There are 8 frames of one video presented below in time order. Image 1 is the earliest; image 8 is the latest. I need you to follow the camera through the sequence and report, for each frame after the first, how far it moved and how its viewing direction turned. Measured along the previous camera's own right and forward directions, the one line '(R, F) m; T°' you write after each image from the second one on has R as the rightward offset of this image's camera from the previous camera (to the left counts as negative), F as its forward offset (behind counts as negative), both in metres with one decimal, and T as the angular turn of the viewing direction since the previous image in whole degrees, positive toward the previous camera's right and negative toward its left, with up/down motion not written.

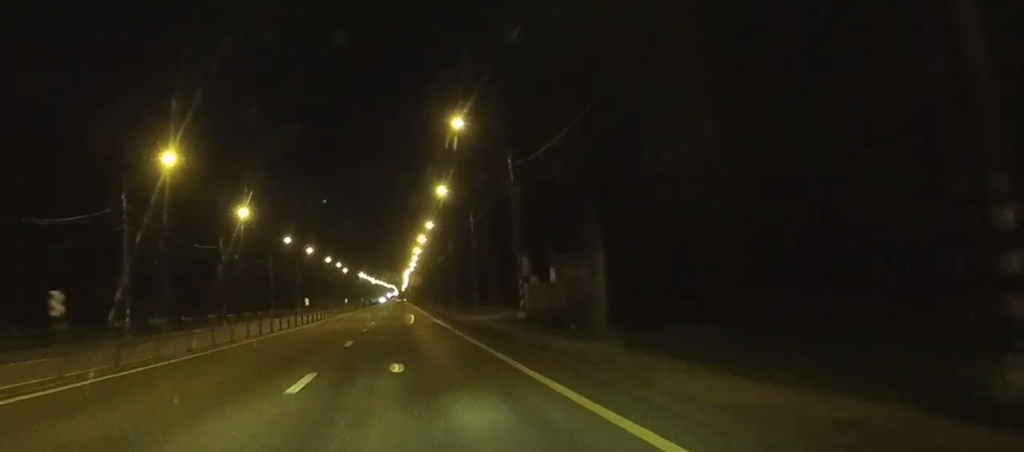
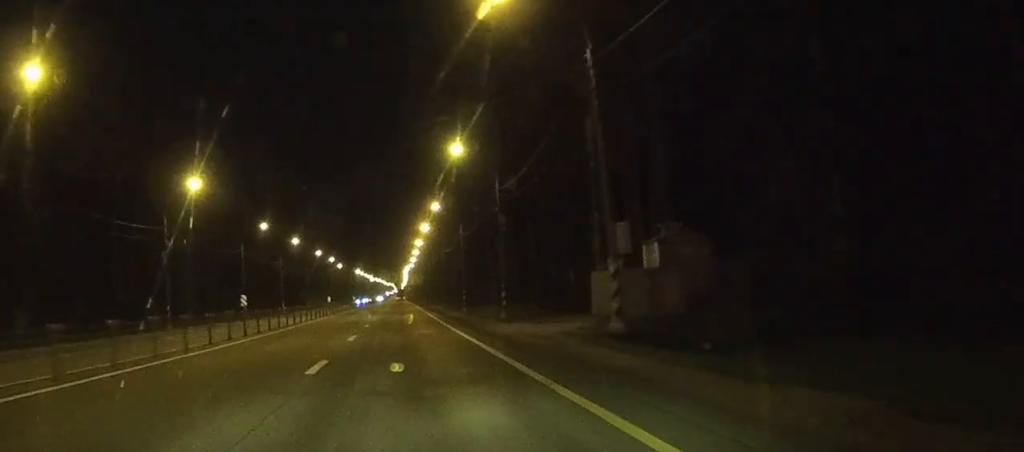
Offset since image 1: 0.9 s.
(-0.1, +20.9) m; 0°
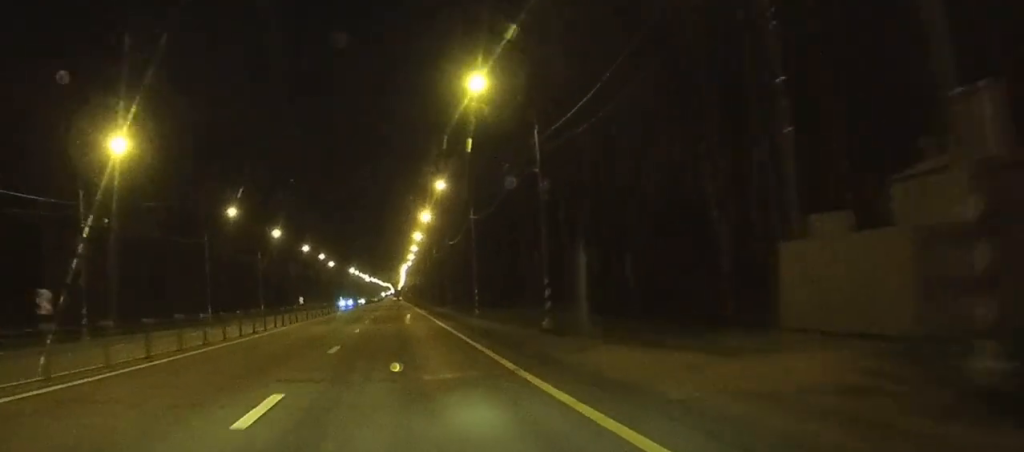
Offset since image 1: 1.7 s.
(0.0, +17.7) m; 0°
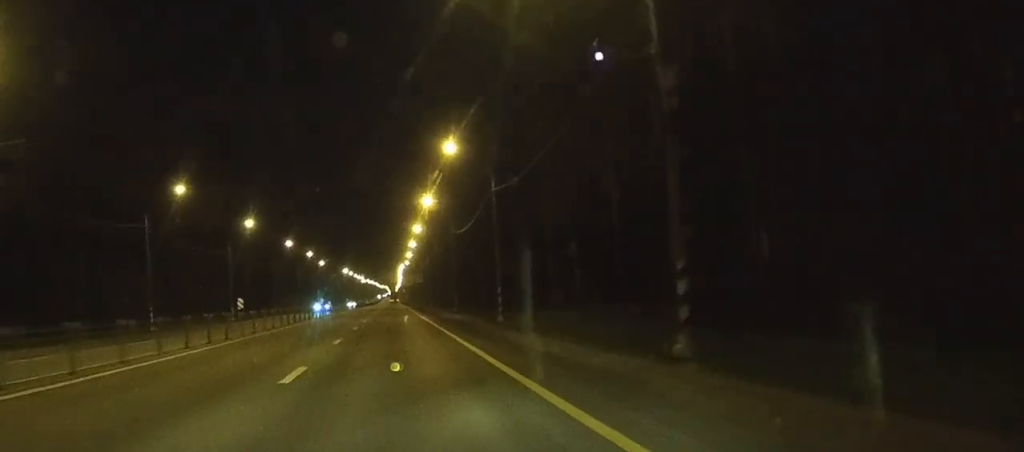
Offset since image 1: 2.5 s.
(0.0, +19.2) m; 0°
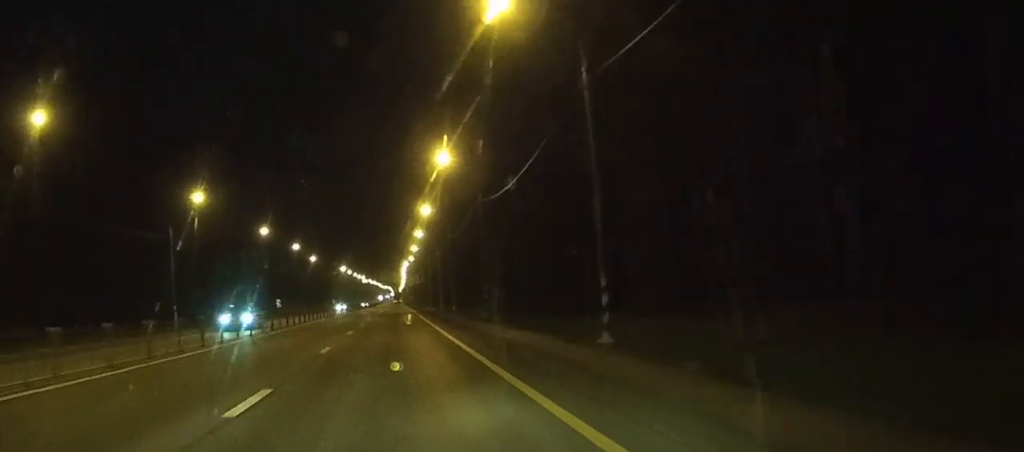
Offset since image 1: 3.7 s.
(+0.2, +27.4) m; 0°
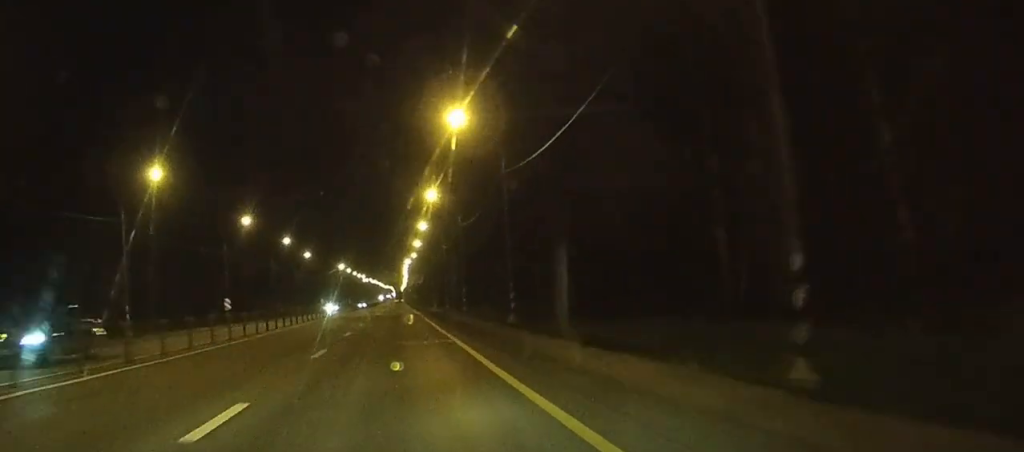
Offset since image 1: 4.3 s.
(0.0, +13.6) m; 0°
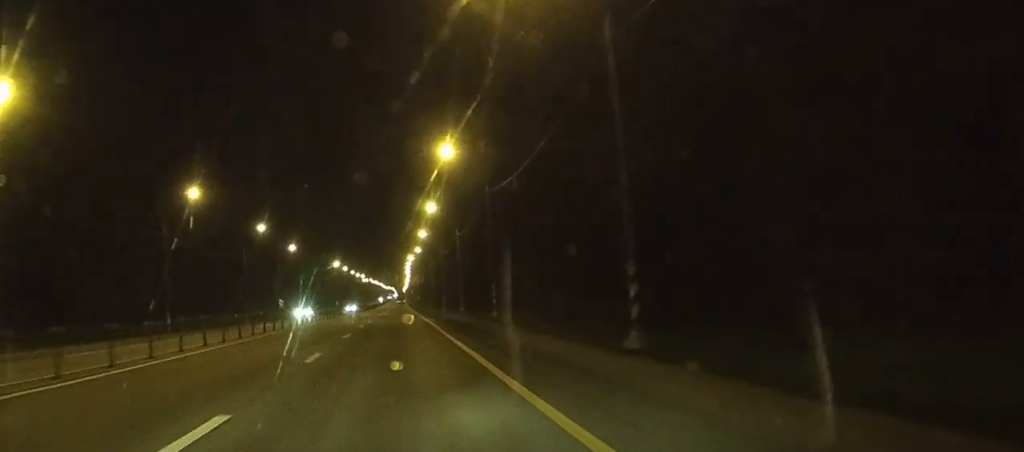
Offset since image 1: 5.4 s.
(0.0, +25.0) m; 0°
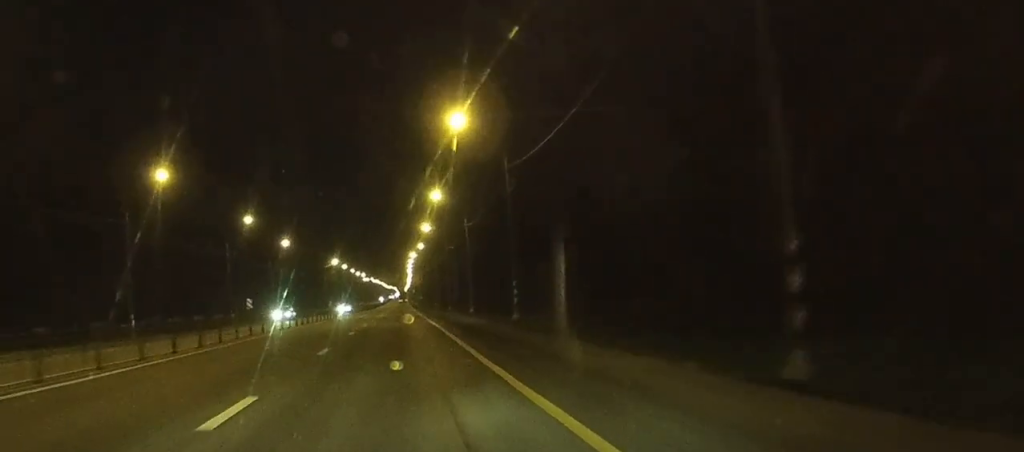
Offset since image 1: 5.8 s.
(+0.1, +9.8) m; 0°
